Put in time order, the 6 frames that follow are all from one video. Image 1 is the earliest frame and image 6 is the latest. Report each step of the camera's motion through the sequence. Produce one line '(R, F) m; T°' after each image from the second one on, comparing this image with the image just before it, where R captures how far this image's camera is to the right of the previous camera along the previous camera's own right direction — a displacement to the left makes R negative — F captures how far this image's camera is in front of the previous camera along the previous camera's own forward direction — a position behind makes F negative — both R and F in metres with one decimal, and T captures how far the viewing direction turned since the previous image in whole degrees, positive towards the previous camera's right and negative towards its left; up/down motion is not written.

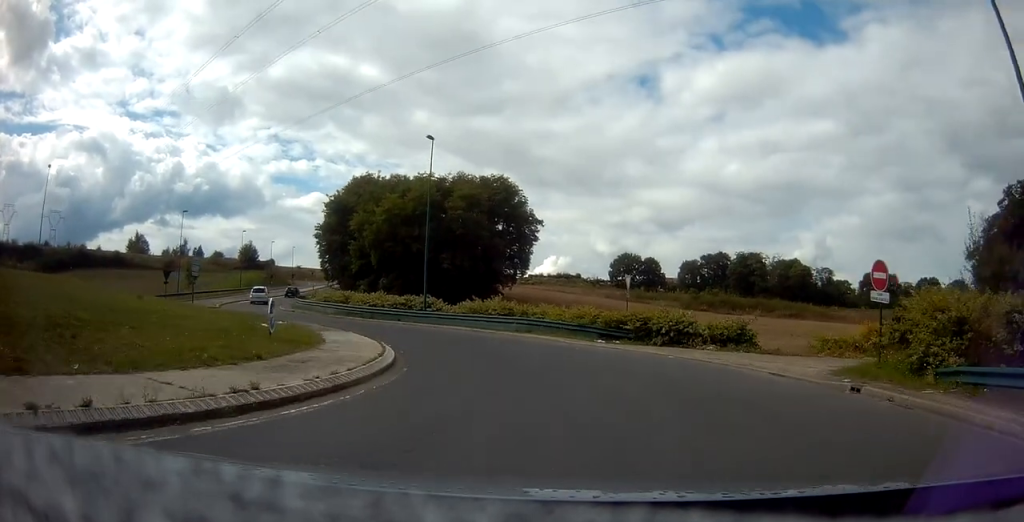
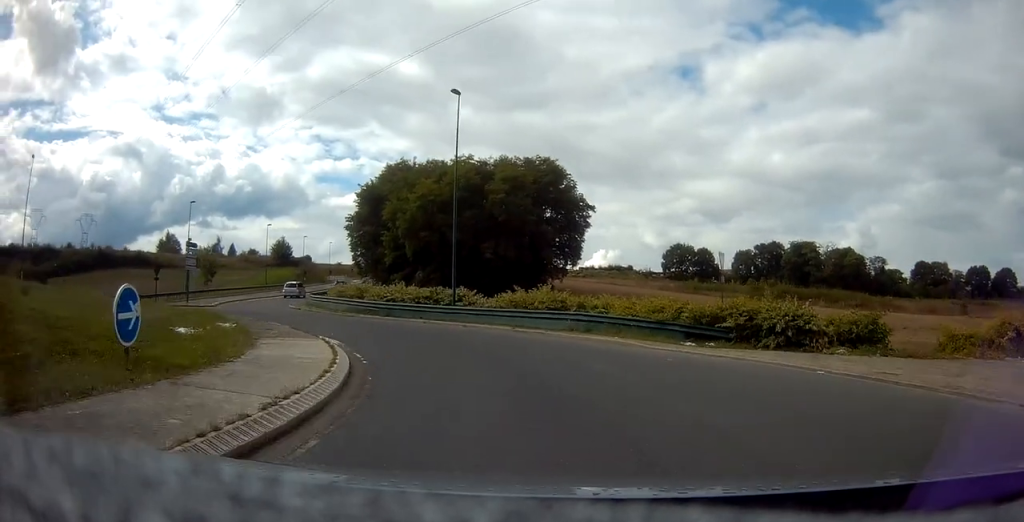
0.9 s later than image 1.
(+0.4, +7.1) m; -3°
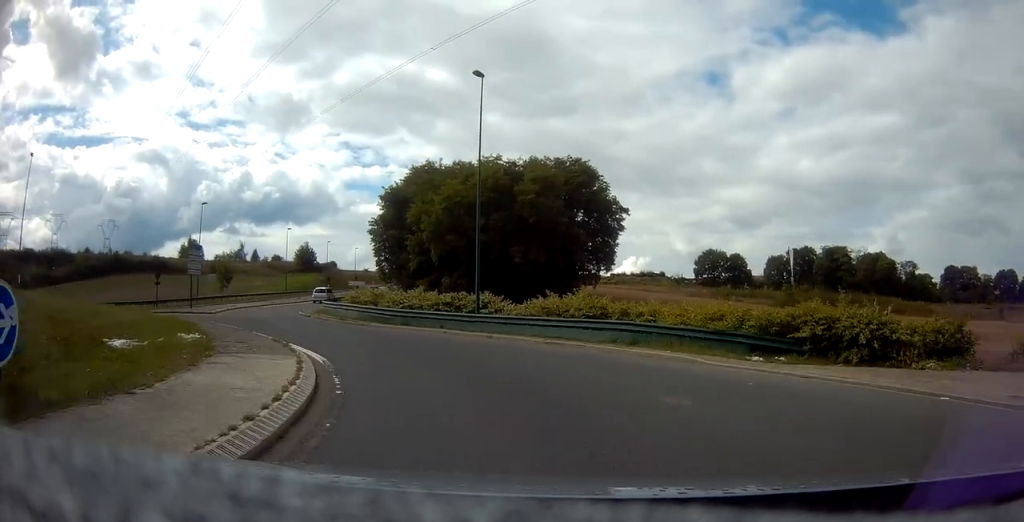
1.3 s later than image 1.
(-0.2, +3.2) m; -4°
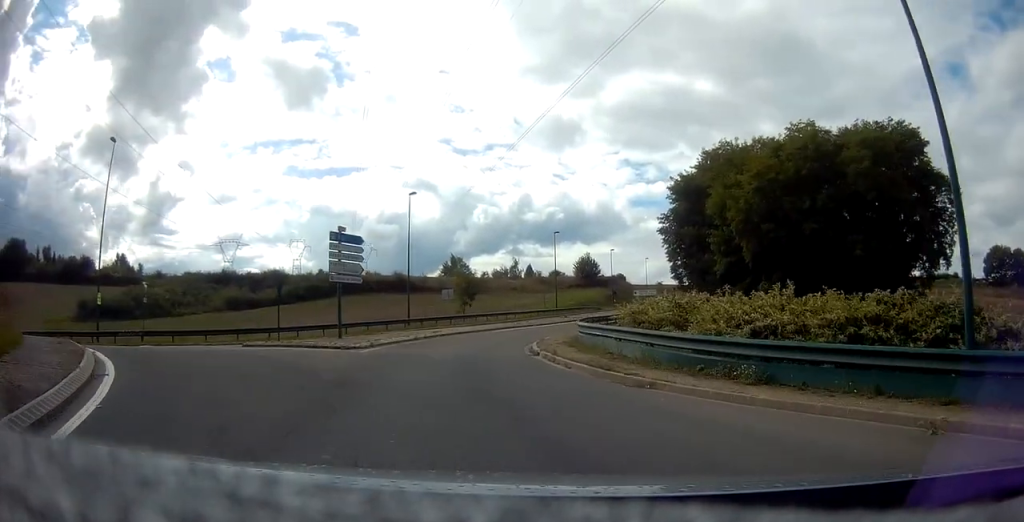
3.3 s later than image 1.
(-3.8, +15.9) m; -26°
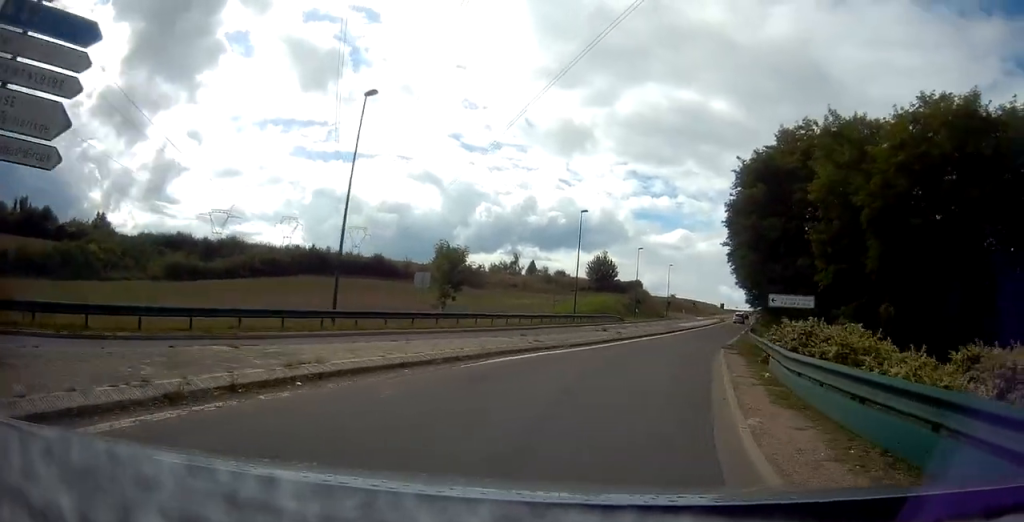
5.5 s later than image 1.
(-1.9, +18.6) m; -2°
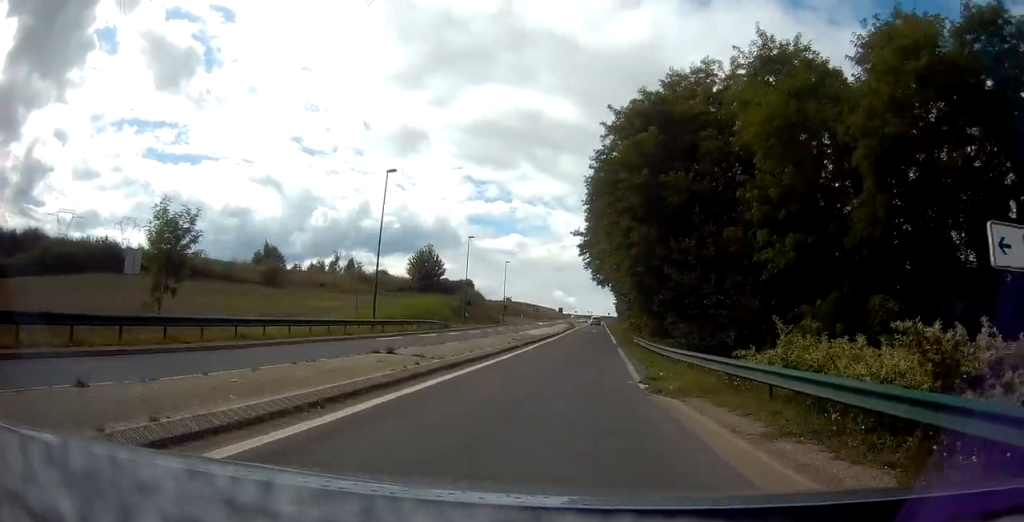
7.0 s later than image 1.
(+1.3, +15.1) m; +14°
